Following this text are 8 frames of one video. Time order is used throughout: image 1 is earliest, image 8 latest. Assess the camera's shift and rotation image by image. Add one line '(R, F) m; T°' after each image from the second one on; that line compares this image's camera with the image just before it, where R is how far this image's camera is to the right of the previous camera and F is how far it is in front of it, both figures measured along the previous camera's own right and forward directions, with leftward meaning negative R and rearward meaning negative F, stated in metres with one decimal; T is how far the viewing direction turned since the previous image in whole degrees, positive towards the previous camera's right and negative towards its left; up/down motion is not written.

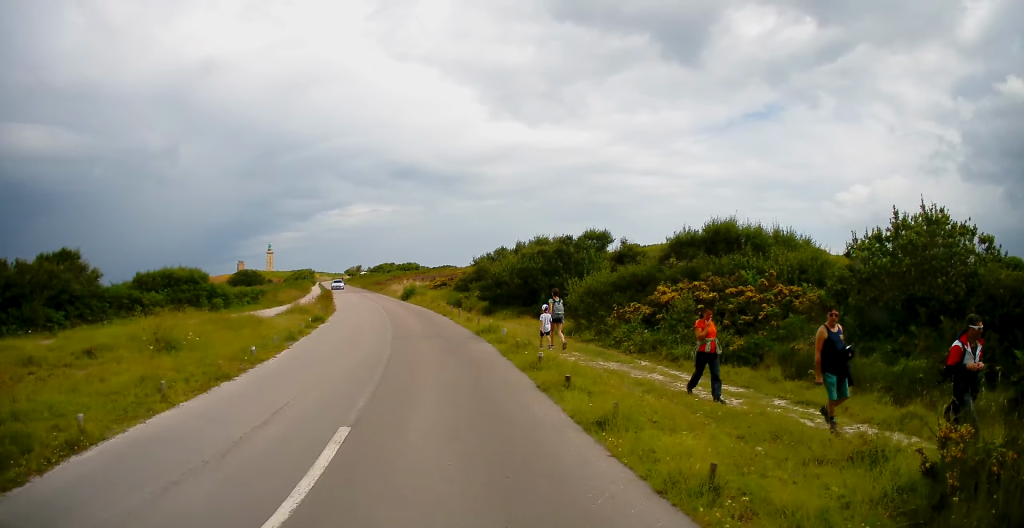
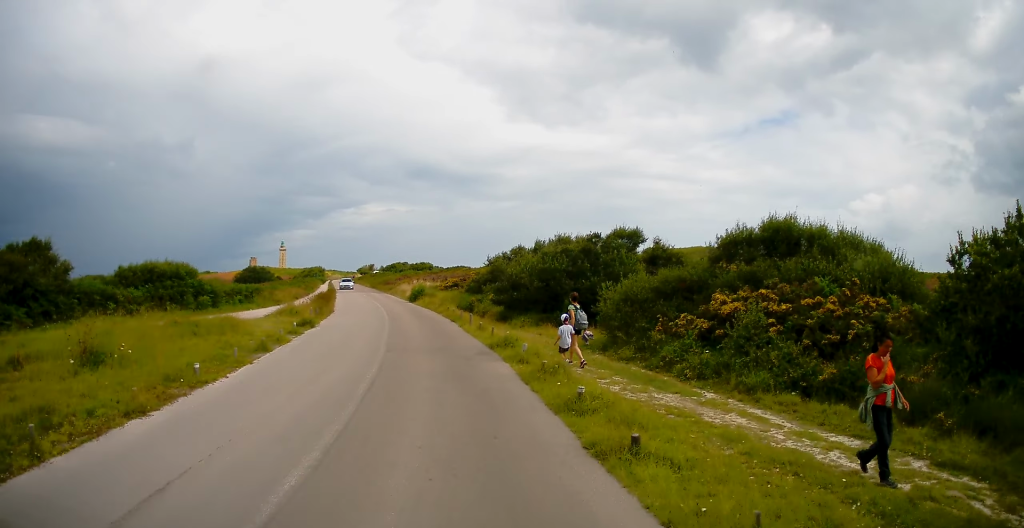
(0.0, +3.4) m; -1°
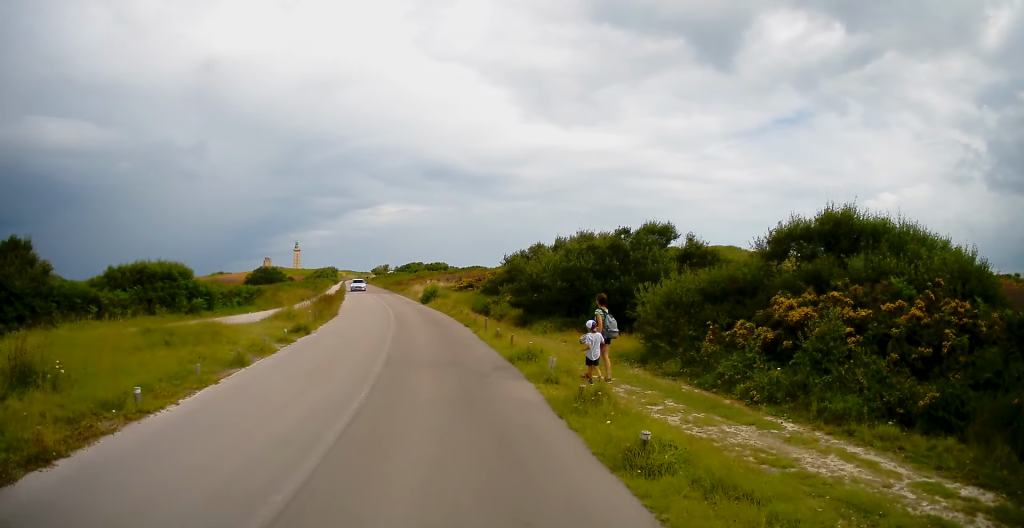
(+0.1, +2.4) m; -2°
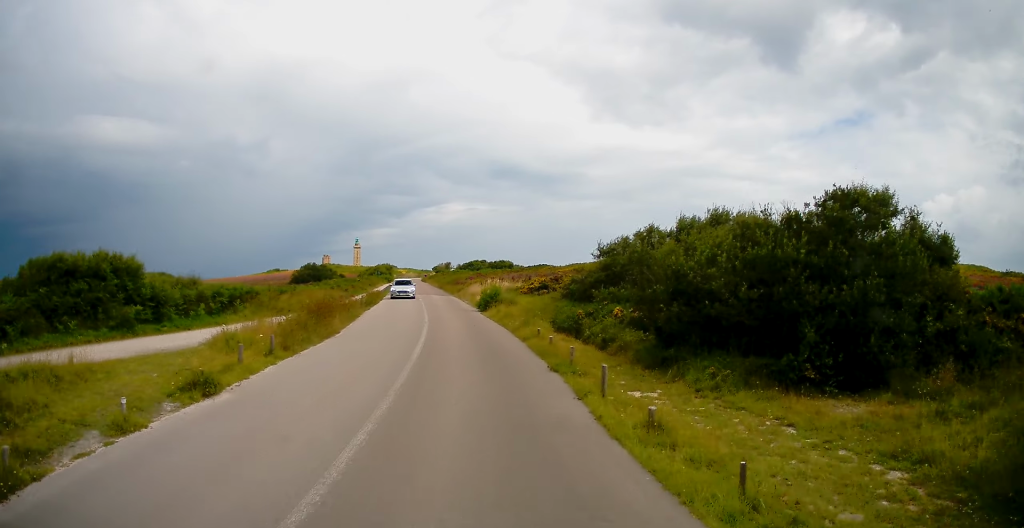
(-0.8, +10.6) m; -6°
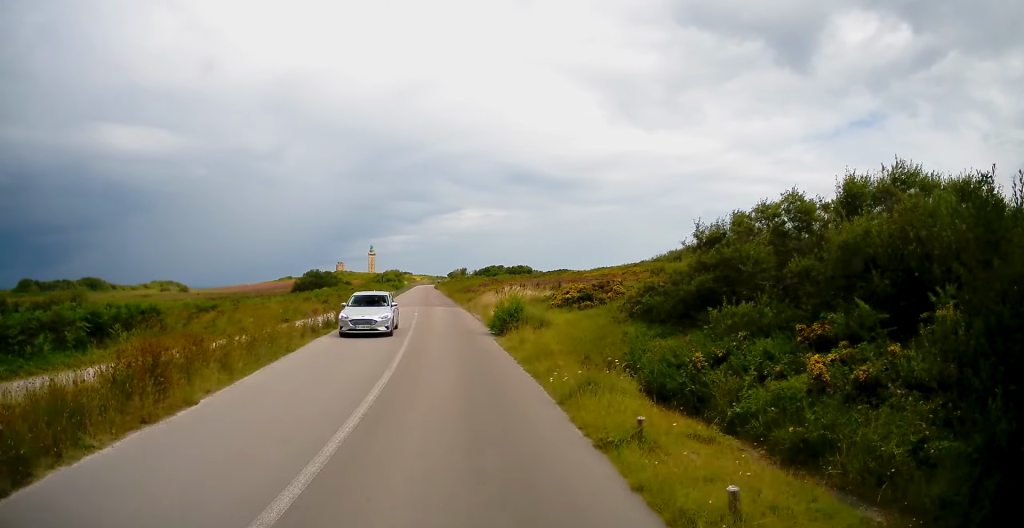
(0.0, +9.9) m; 0°
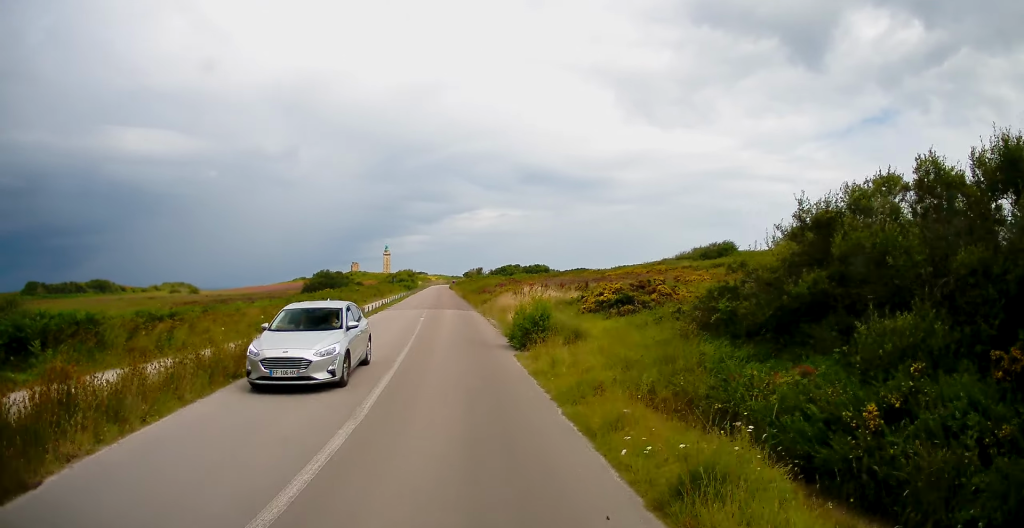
(0.0, +4.2) m; -1°
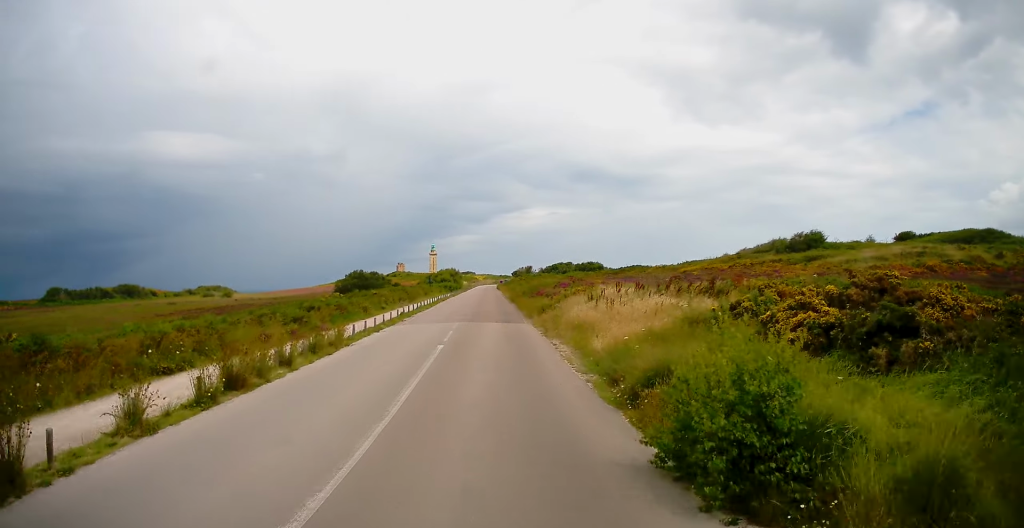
(-0.3, +11.3) m; -5°
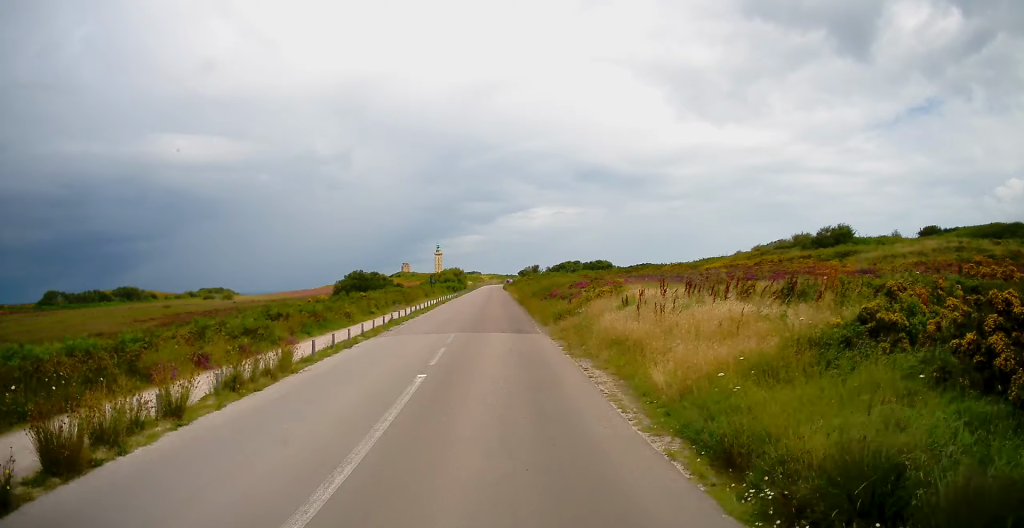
(-0.3, +4.9) m; -2°
